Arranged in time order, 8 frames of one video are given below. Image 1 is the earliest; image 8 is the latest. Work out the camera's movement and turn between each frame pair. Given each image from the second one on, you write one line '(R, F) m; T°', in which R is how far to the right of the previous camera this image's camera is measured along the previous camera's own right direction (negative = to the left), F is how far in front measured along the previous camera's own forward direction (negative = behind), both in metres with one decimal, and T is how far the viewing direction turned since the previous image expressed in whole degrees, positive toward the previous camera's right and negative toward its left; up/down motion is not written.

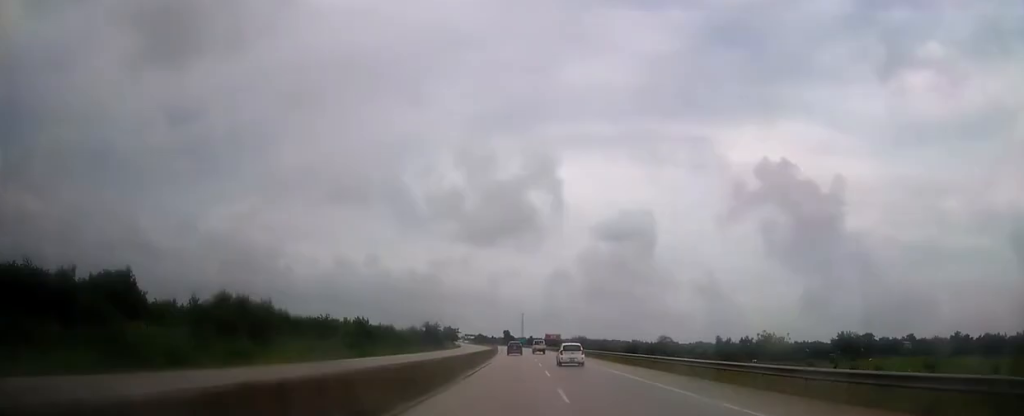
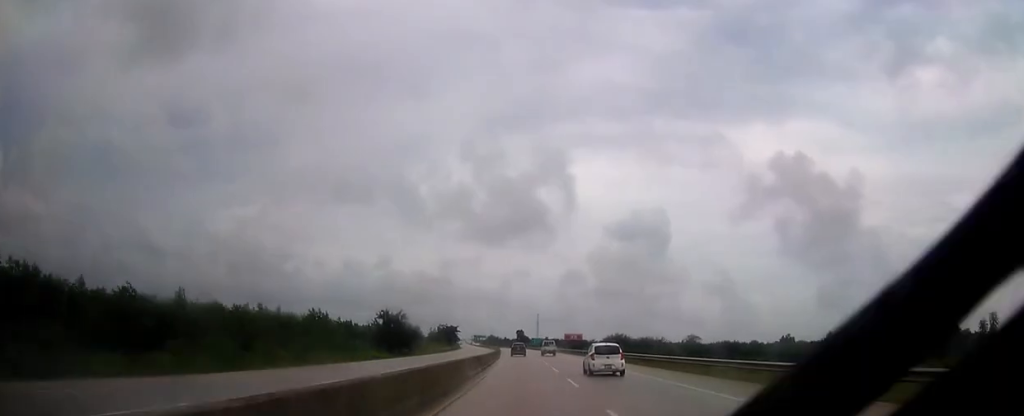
(-0.7, +53.6) m; -1°
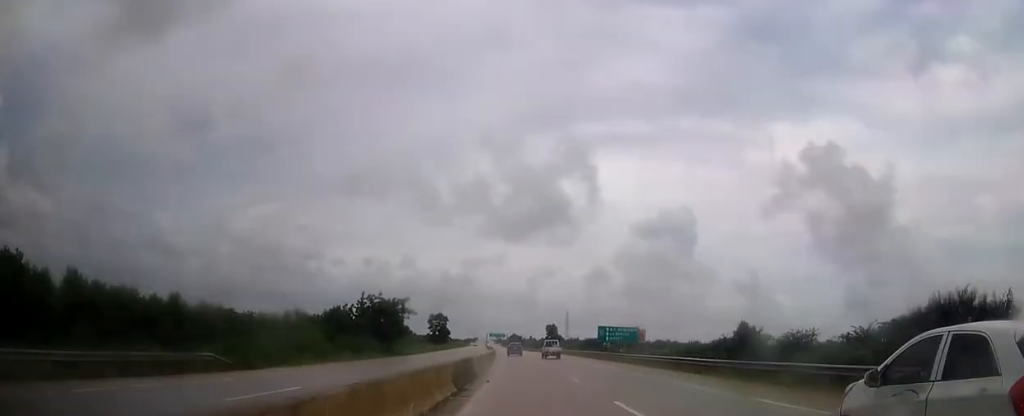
(-2.4, +116.5) m; -3°
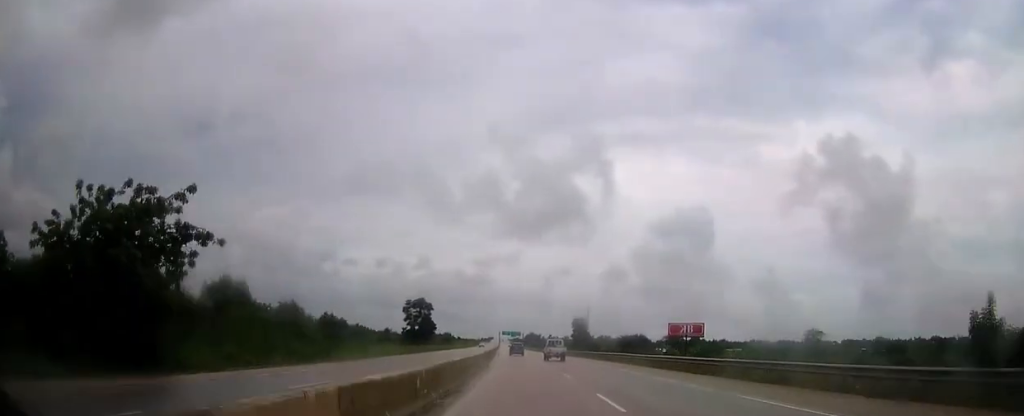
(-1.0, +57.0) m; -1°
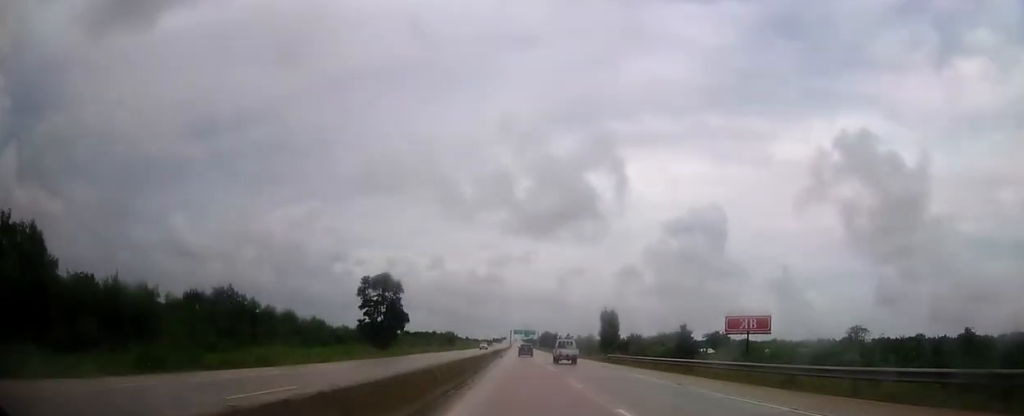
(-0.3, +40.3) m; -1°
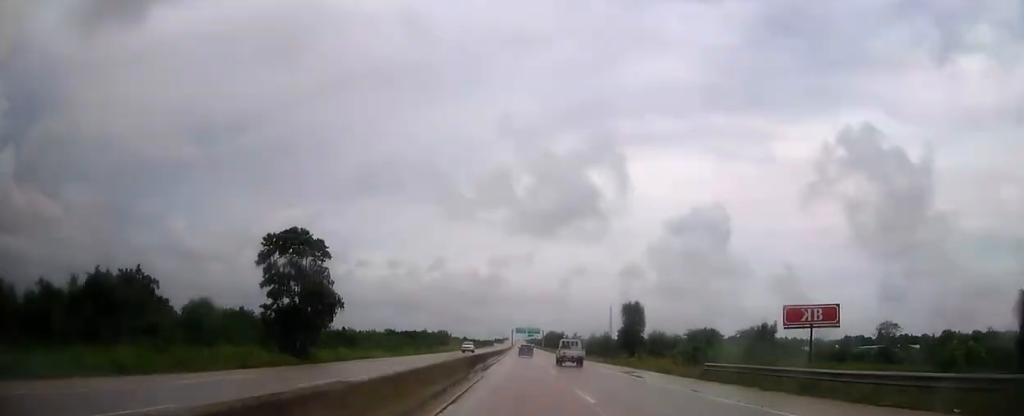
(-0.2, +31.9) m; 0°
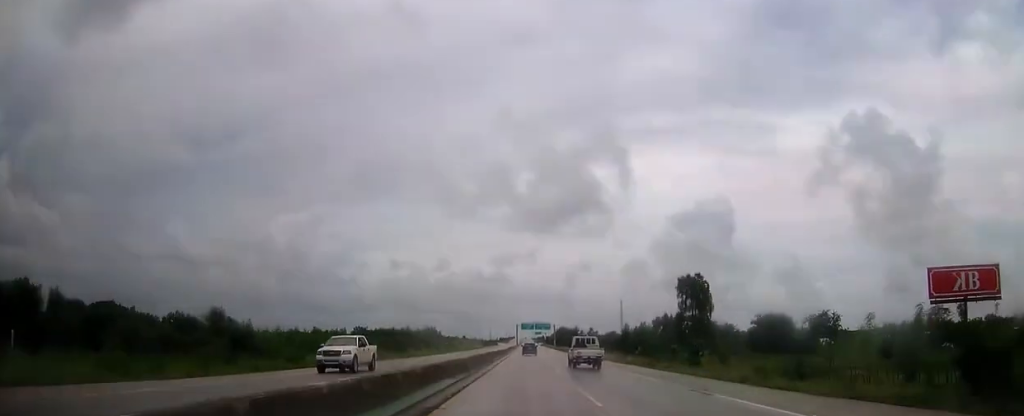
(-0.2, +43.4) m; 0°
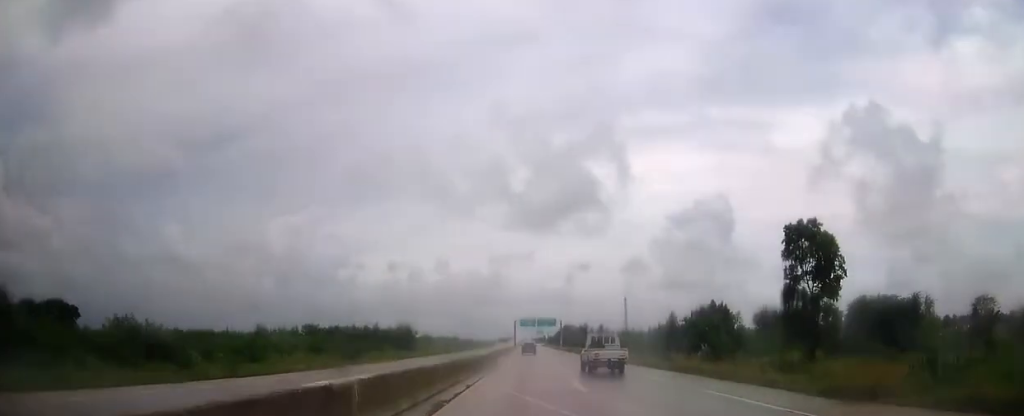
(-0.1, +37.6) m; 0°
